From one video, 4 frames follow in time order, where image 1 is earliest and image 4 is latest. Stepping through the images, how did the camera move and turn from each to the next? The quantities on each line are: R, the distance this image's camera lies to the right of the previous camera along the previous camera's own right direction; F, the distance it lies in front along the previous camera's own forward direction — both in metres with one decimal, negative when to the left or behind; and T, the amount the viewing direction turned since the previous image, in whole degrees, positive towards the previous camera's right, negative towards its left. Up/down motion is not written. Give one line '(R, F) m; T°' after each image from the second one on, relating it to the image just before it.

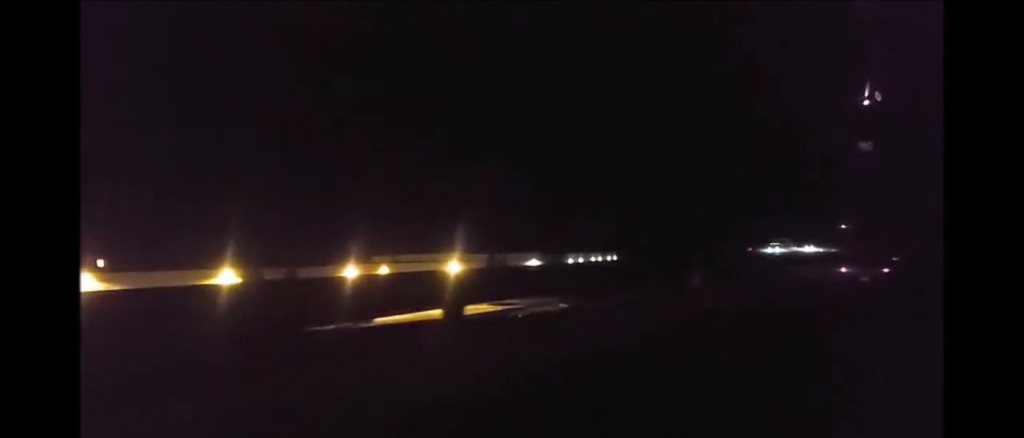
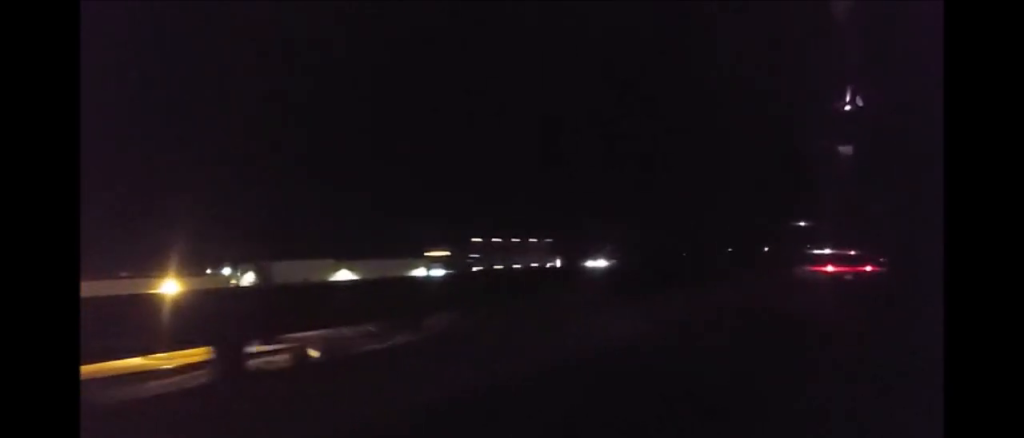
(-0.4, +72.5) m; 0°
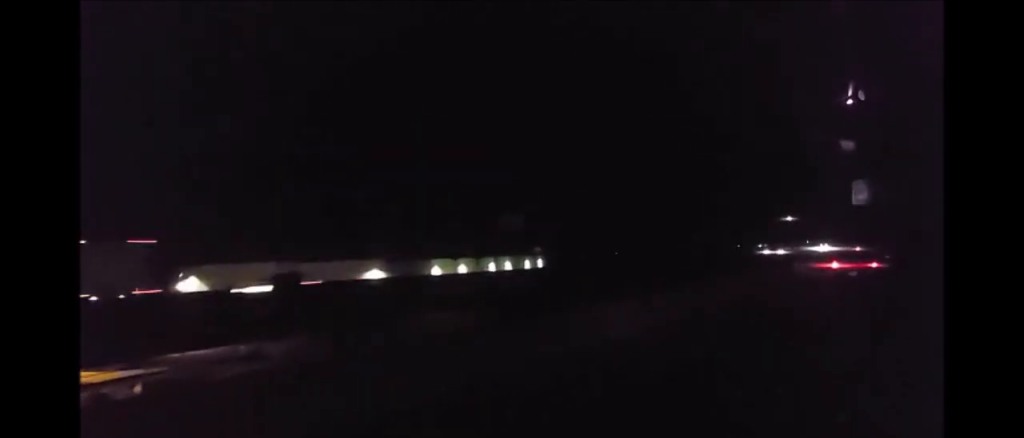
(+0.3, +24.5) m; +1°
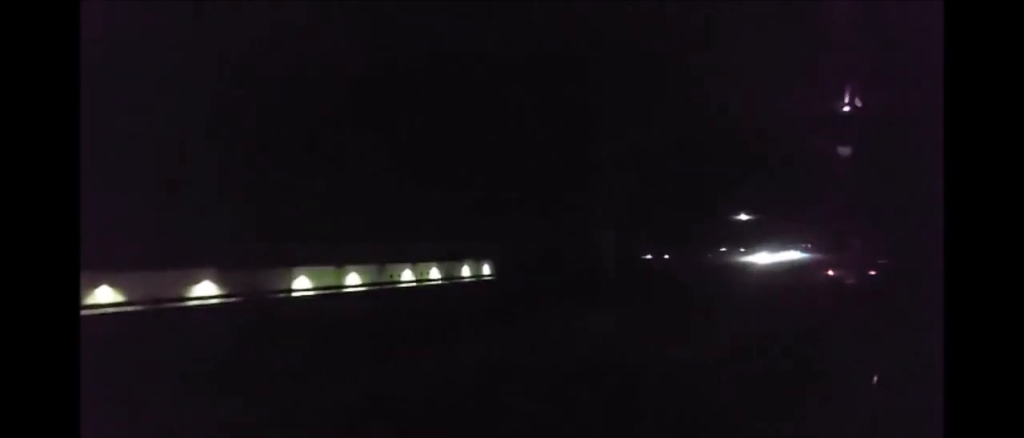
(0.0, +62.5) m; 0°
